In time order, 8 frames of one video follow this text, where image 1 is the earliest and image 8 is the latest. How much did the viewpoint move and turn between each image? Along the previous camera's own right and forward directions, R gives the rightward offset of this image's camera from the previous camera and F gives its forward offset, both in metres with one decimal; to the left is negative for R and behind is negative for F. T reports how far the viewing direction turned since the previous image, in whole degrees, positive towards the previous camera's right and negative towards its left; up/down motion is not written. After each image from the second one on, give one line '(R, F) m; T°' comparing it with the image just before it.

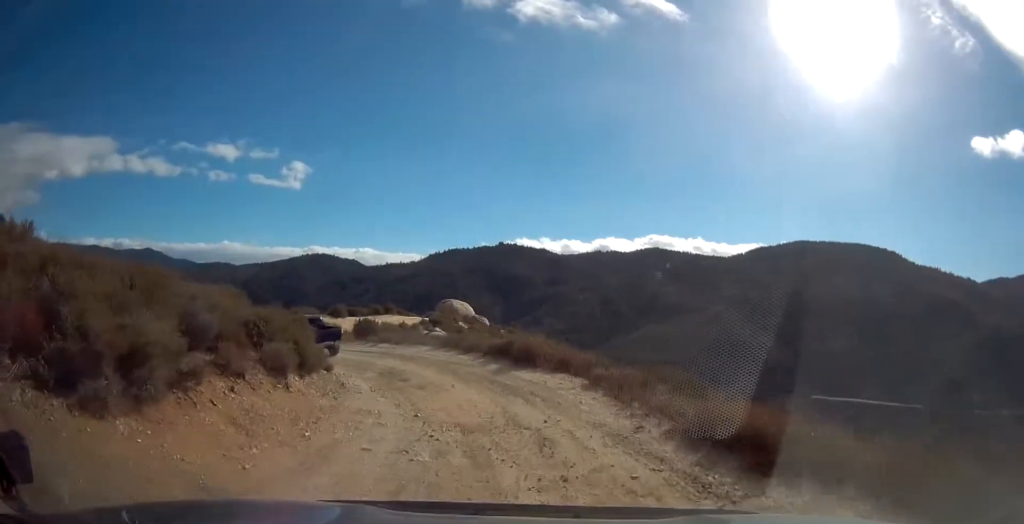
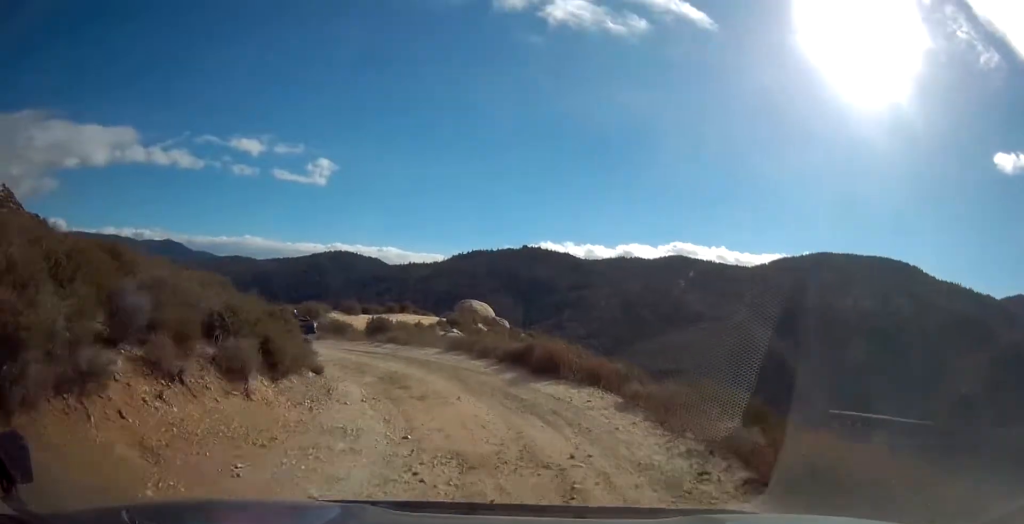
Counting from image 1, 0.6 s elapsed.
(-0.4, +2.7) m; -4°
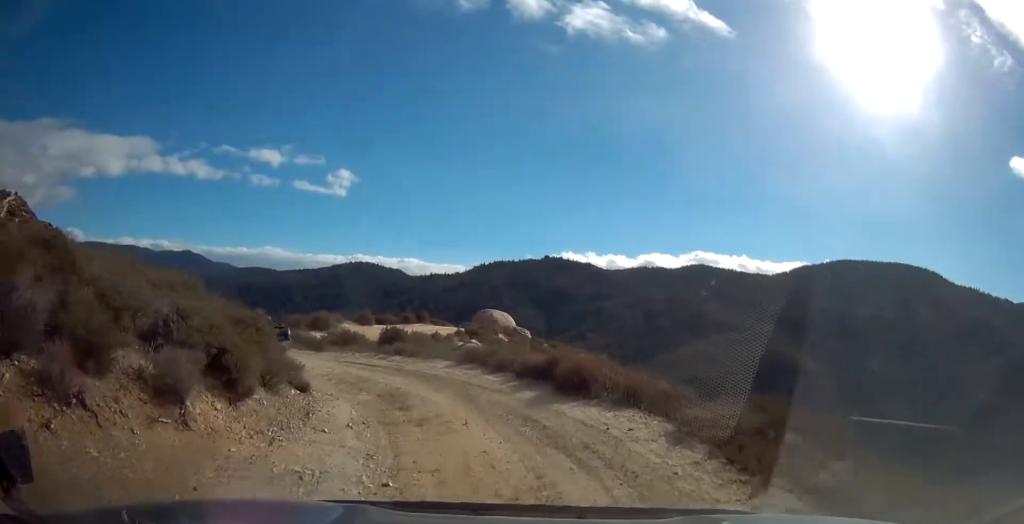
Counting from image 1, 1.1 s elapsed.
(-0.2, +2.6) m; -4°
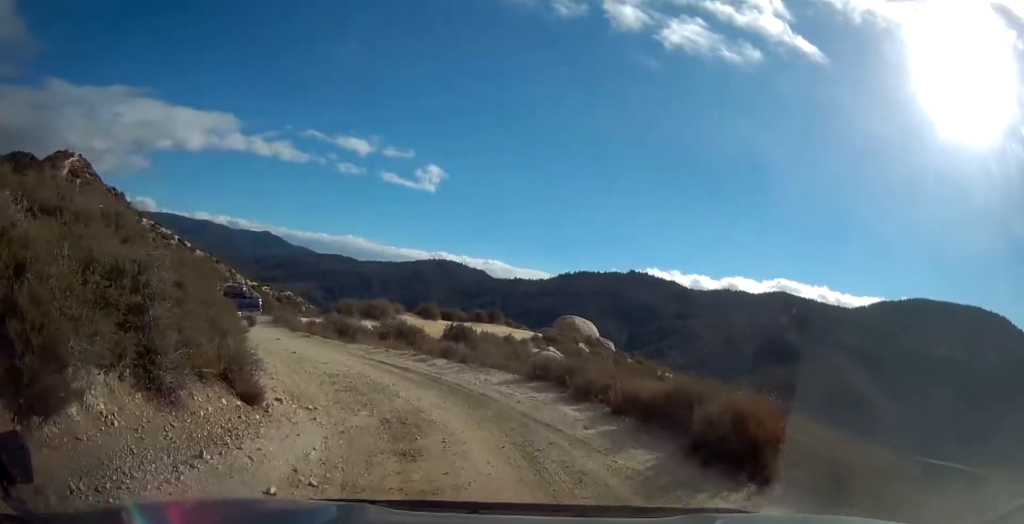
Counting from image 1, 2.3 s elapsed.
(-0.2, +6.2) m; -9°
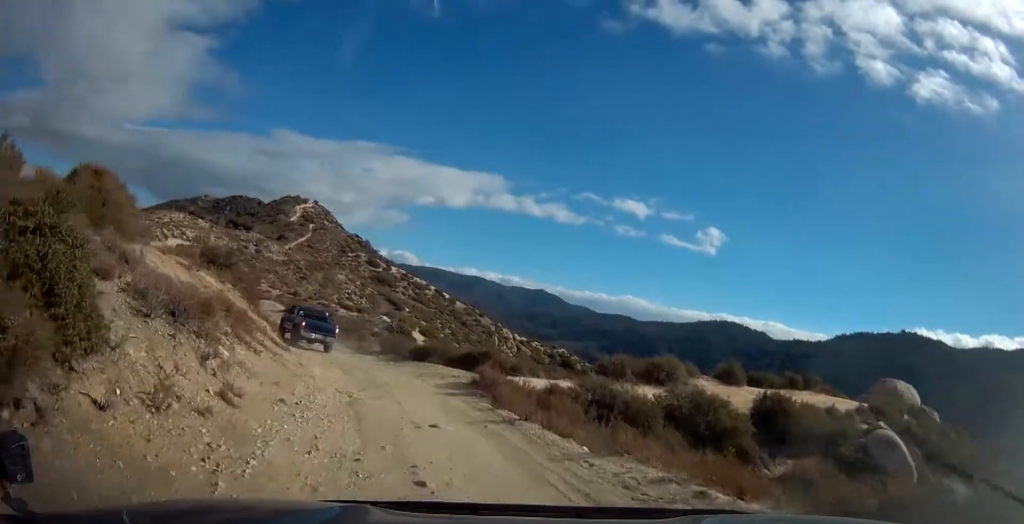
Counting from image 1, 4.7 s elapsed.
(-2.7, +12.5) m; -26°
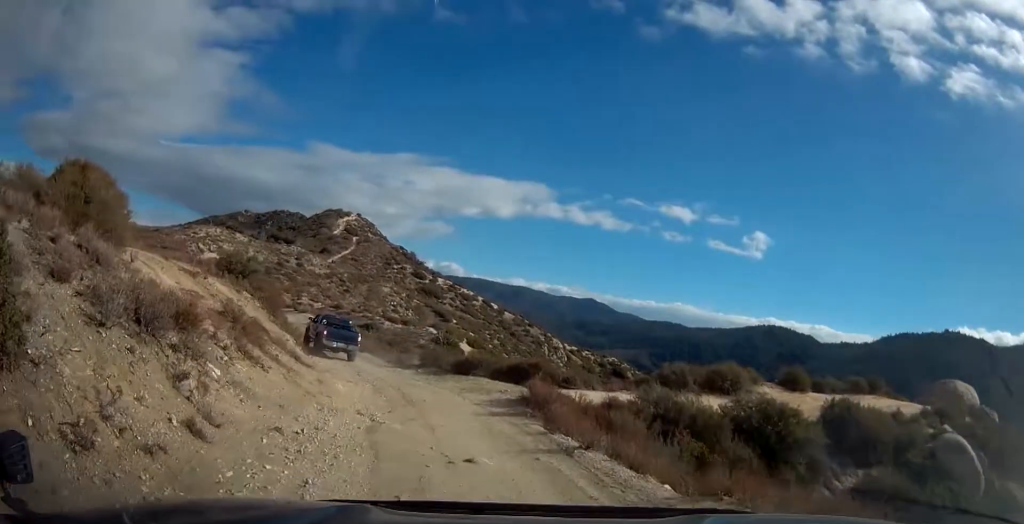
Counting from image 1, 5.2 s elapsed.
(-0.1, +2.3) m; -5°
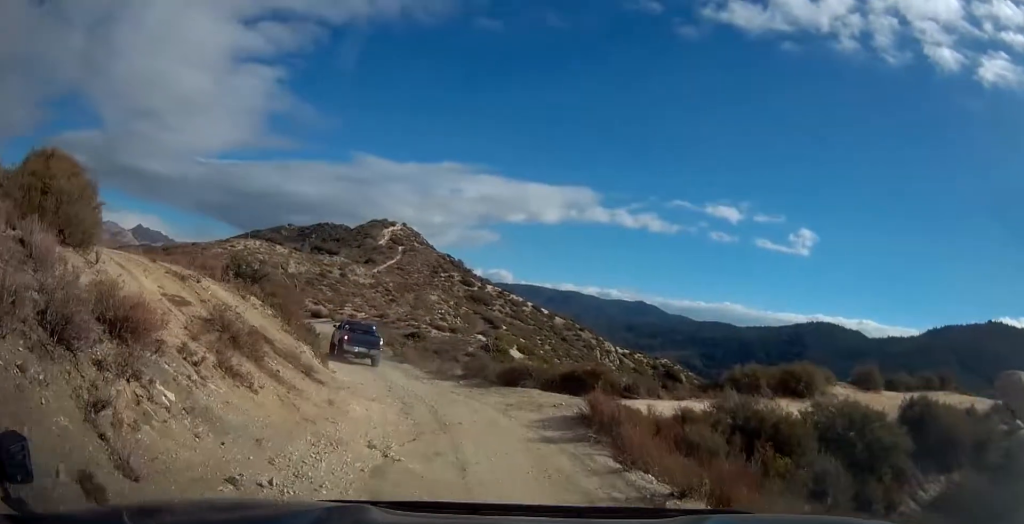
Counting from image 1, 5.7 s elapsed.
(-0.1, +2.8) m; -4°
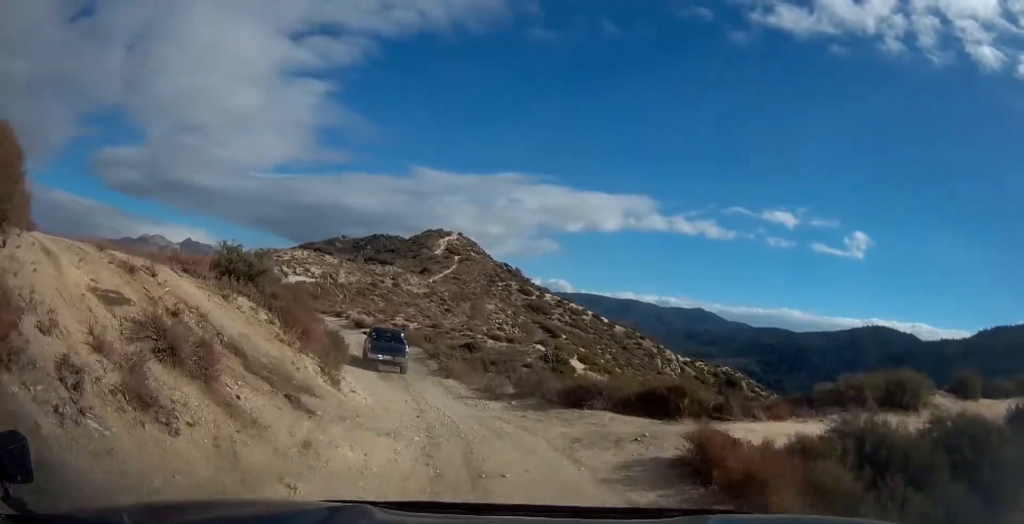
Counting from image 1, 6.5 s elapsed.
(-0.2, +4.0) m; -5°
